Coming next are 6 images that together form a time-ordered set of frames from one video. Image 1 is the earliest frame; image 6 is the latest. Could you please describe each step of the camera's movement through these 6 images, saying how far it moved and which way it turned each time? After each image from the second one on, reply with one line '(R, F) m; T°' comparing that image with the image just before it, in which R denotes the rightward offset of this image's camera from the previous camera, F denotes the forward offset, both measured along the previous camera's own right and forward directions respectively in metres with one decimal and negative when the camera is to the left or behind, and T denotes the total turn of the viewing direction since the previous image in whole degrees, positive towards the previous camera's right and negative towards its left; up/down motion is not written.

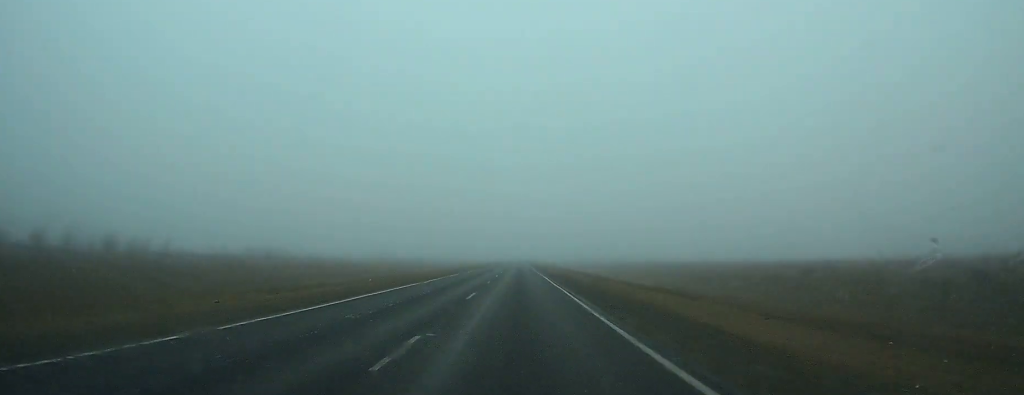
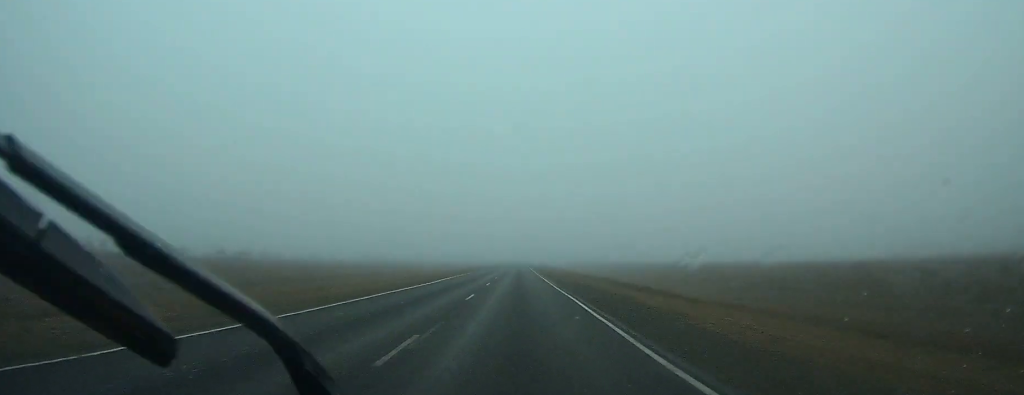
(0.0, +24.6) m; 0°
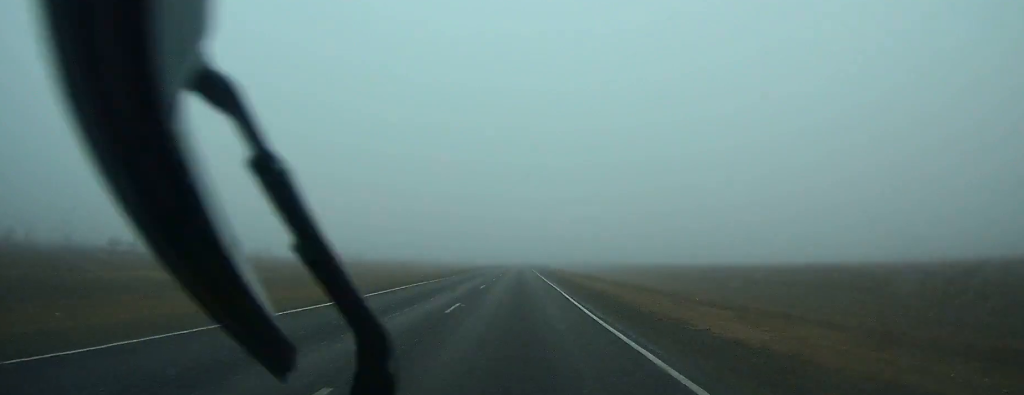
(+0.2, +67.1) m; 0°
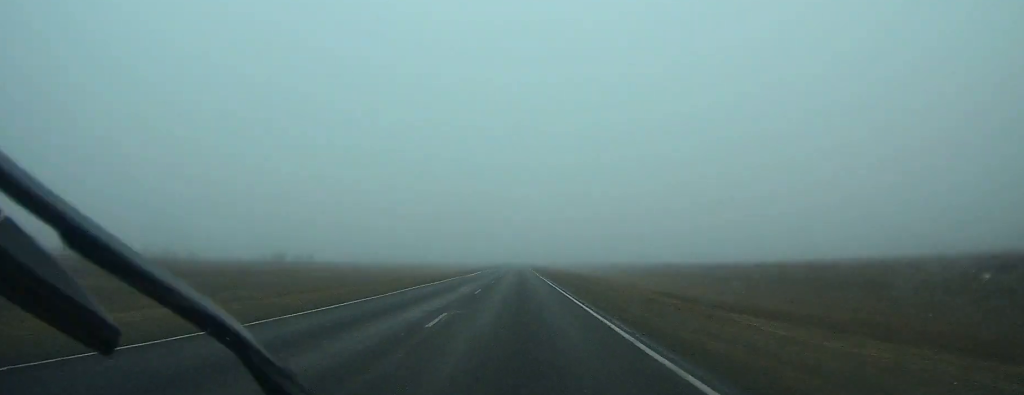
(-0.2, +74.8) m; 0°
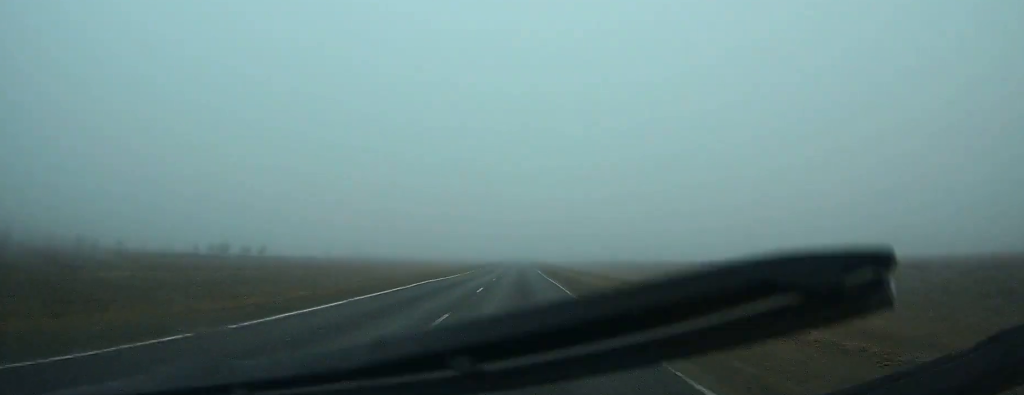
(-0.1, +47.3) m; 0°
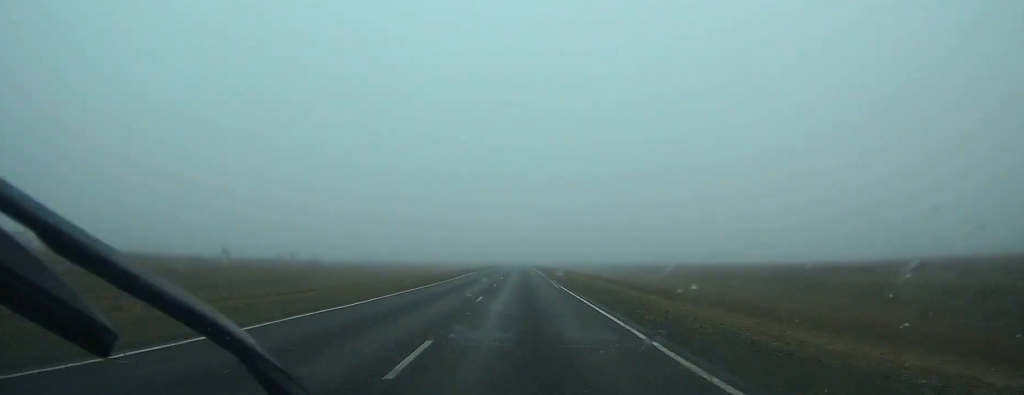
(-0.1, +100.7) m; 0°
